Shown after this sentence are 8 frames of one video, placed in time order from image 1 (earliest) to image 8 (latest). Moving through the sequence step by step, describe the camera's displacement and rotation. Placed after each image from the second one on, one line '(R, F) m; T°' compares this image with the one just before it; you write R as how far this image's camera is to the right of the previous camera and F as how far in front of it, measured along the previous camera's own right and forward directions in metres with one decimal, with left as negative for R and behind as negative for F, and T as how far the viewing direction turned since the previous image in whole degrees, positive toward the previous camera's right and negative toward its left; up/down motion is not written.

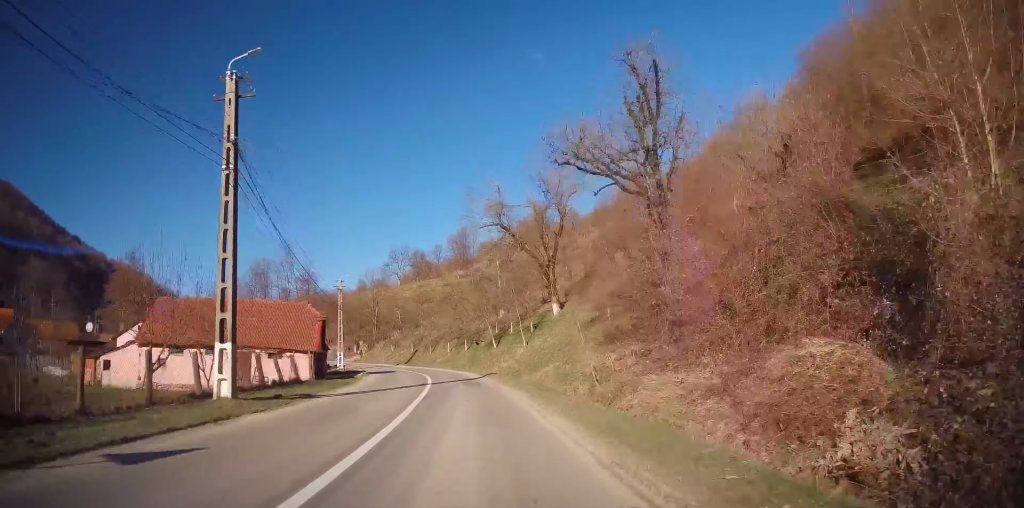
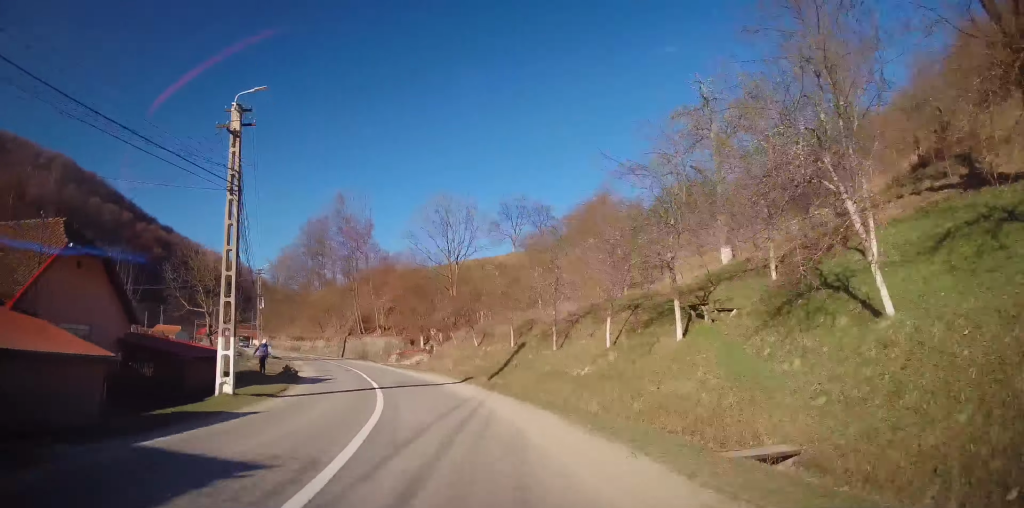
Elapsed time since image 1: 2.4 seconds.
(-1.9, +38.7) m; -11°
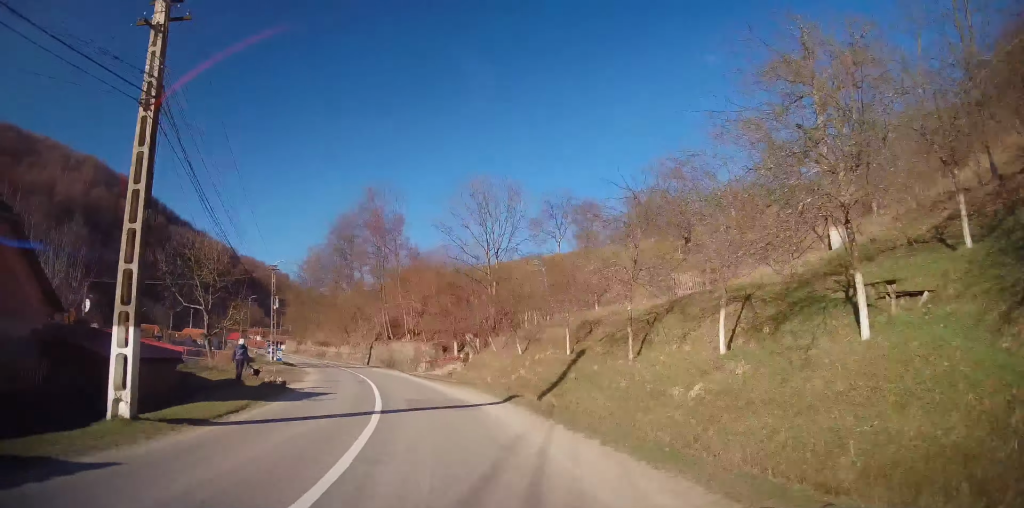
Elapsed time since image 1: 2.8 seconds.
(-0.5, +6.3) m; -4°
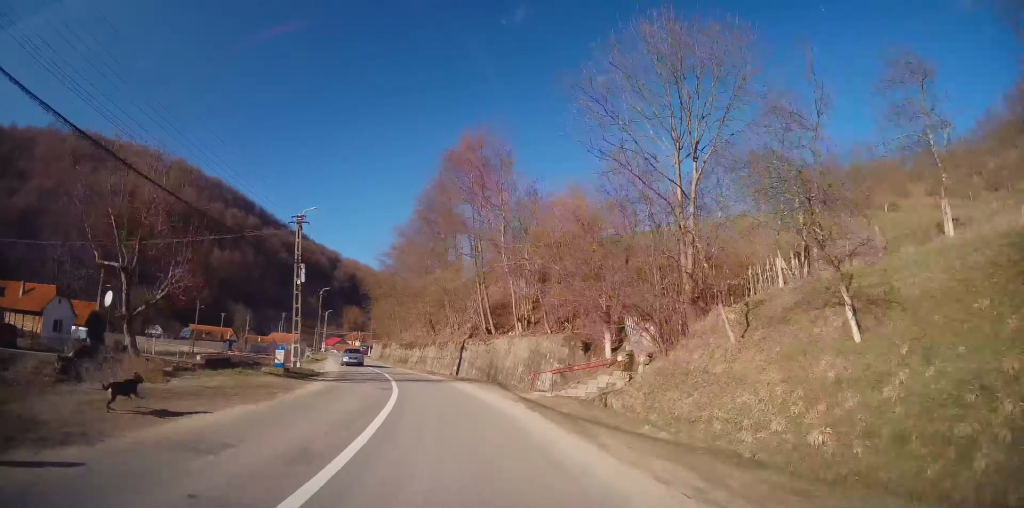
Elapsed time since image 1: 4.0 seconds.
(-2.1, +19.1) m; -11°
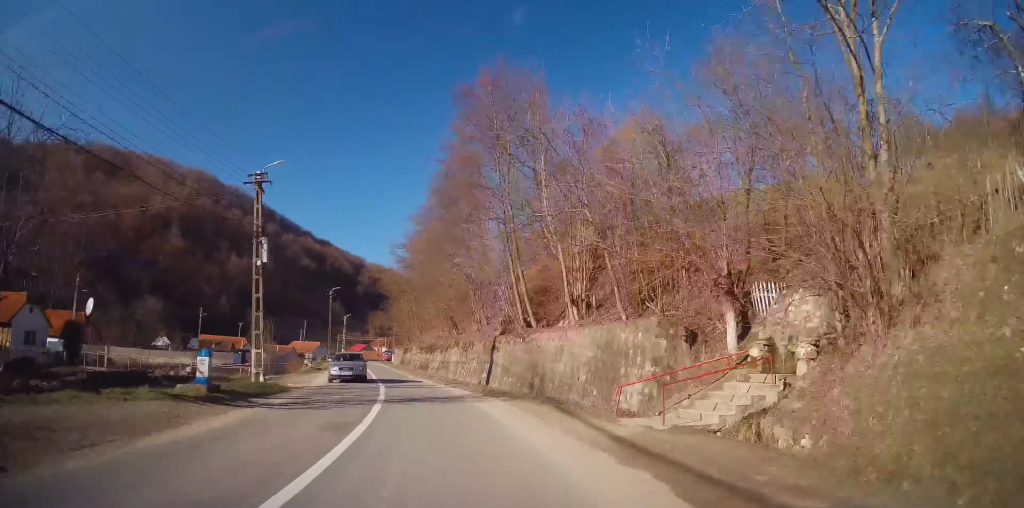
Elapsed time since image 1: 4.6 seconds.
(-0.3, +8.8) m; -5°
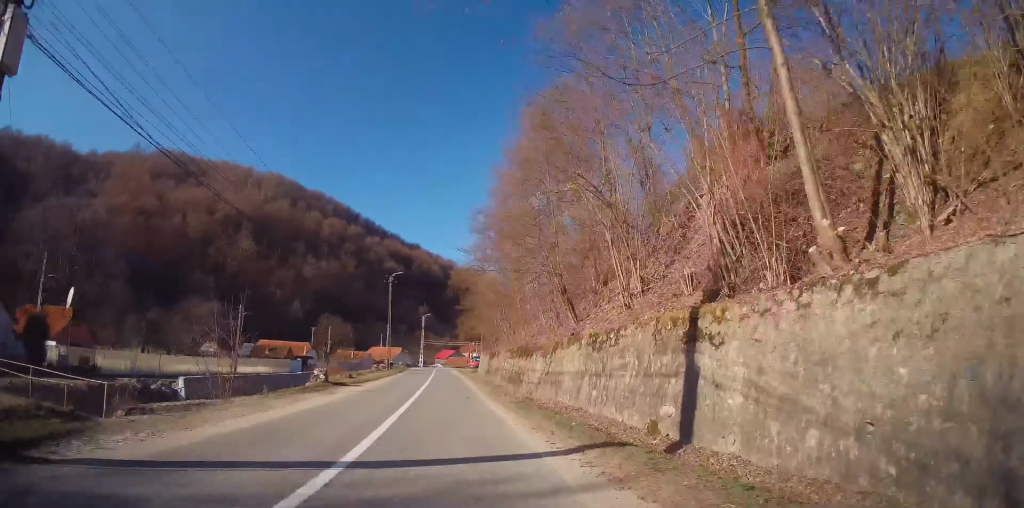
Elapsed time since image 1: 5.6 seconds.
(-1.2, +16.6) m; -9°
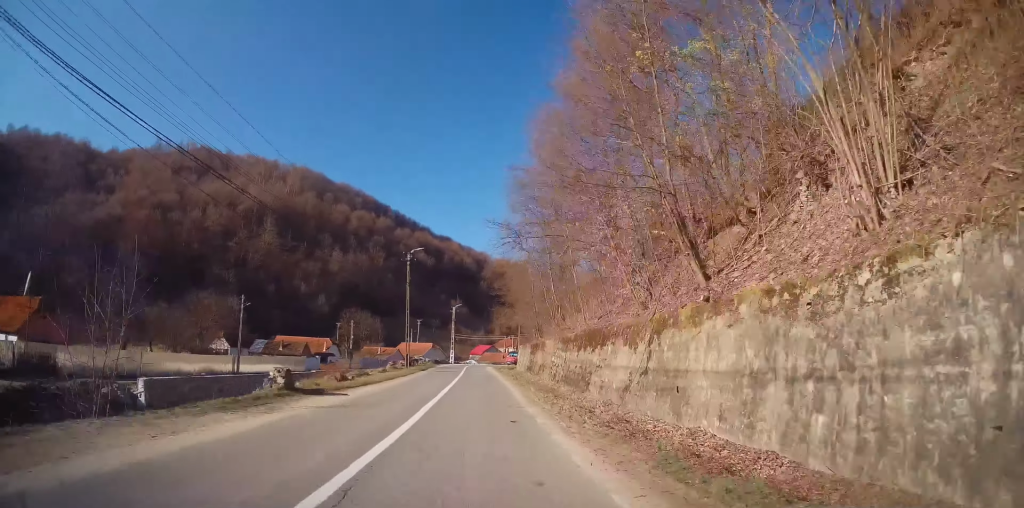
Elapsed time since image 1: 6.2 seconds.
(-0.6, +9.0) m; -4°
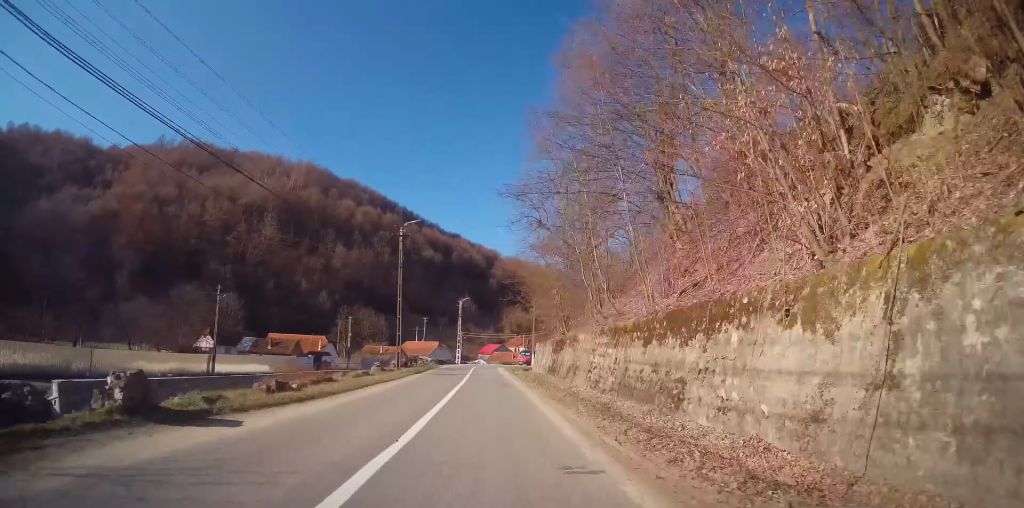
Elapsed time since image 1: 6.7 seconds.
(-0.3, +8.0) m; -2°
